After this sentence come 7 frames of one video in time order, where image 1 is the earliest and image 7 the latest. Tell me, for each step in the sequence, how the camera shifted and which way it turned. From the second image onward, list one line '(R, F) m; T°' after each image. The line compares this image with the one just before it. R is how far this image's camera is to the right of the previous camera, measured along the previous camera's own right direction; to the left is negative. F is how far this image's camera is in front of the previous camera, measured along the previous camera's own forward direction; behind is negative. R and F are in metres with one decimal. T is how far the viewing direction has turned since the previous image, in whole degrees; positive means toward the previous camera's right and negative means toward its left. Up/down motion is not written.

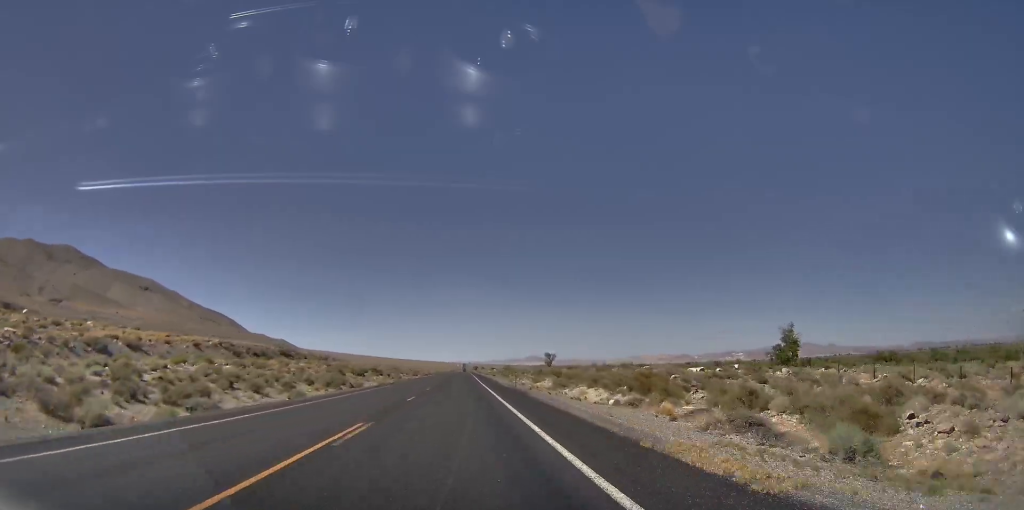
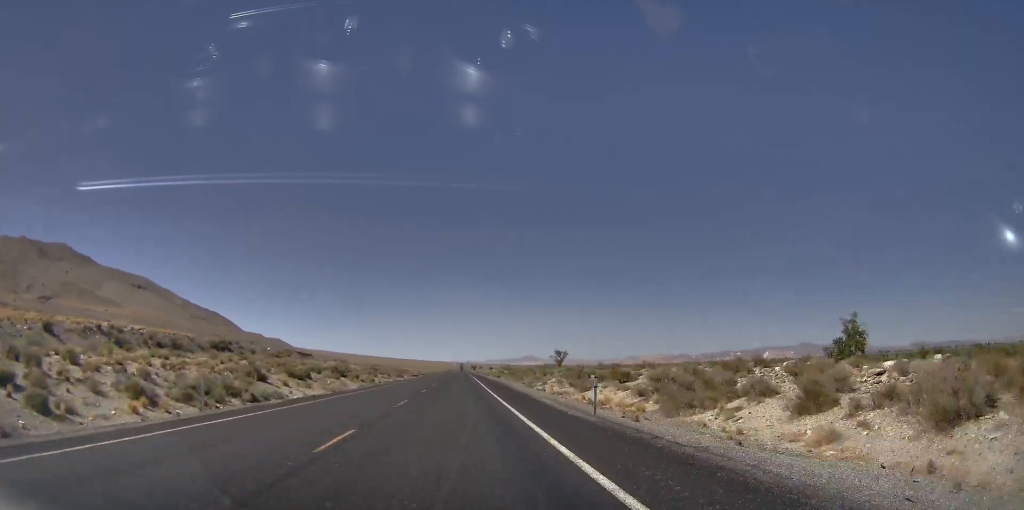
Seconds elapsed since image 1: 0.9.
(+0.2, +27.6) m; 0°
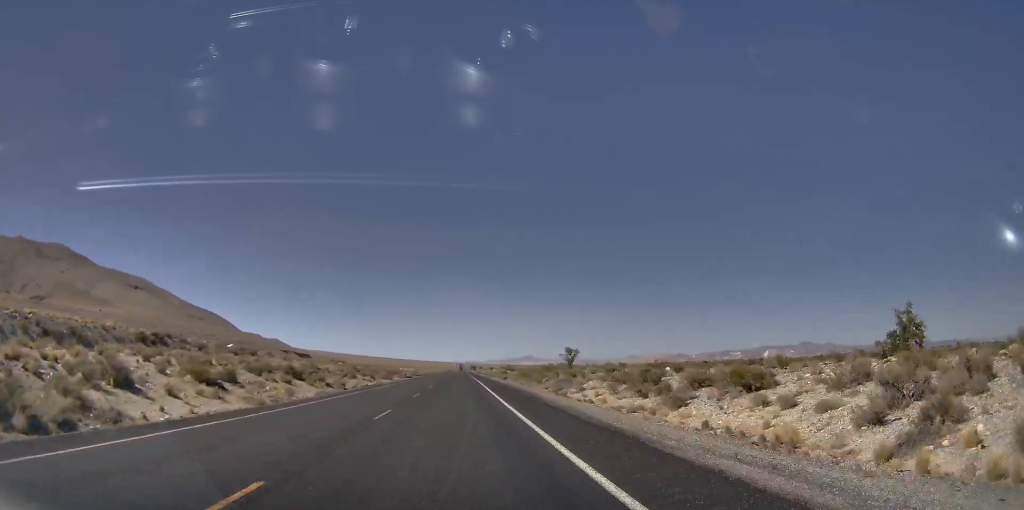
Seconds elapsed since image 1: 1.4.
(+0.4, +18.0) m; -1°
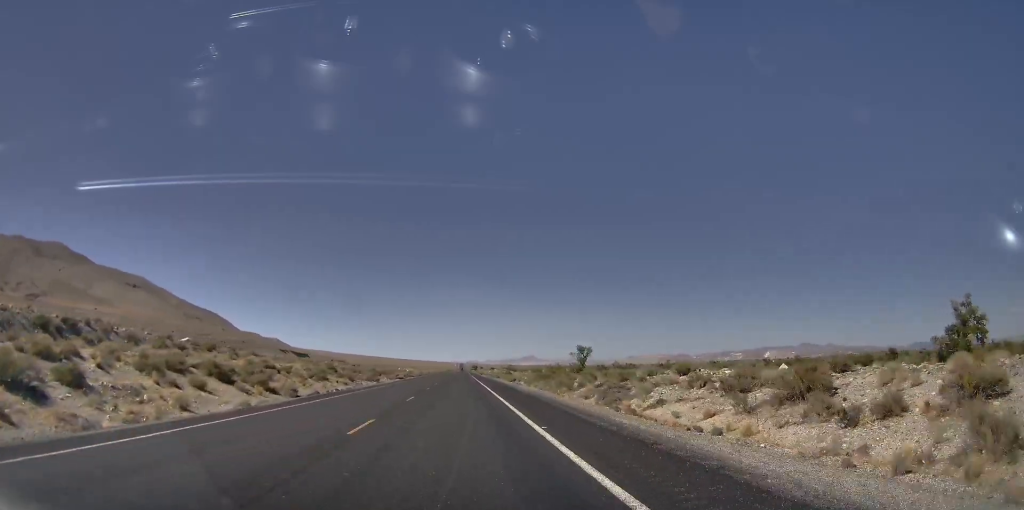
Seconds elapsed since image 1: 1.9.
(-0.7, +15.9) m; 0°
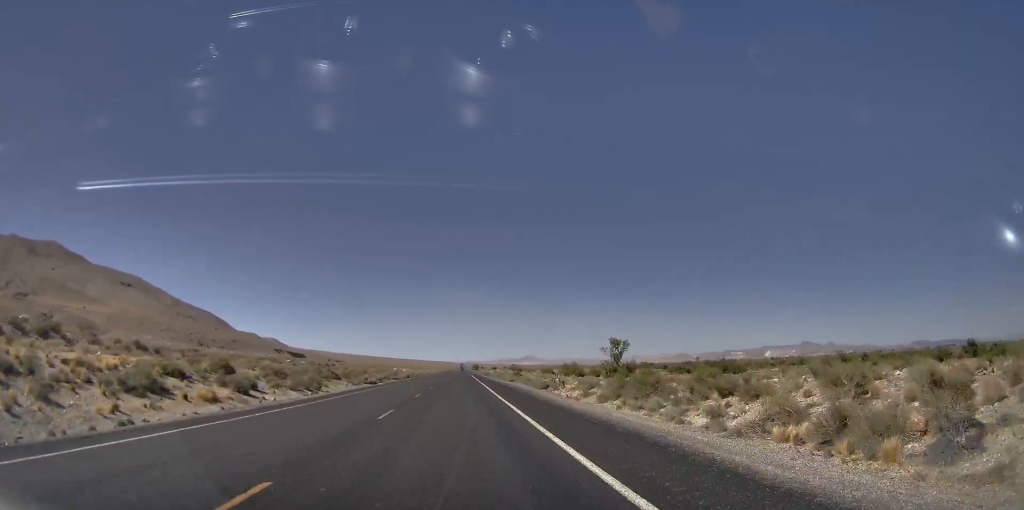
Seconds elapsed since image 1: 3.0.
(-0.1, +32.9) m; +1°
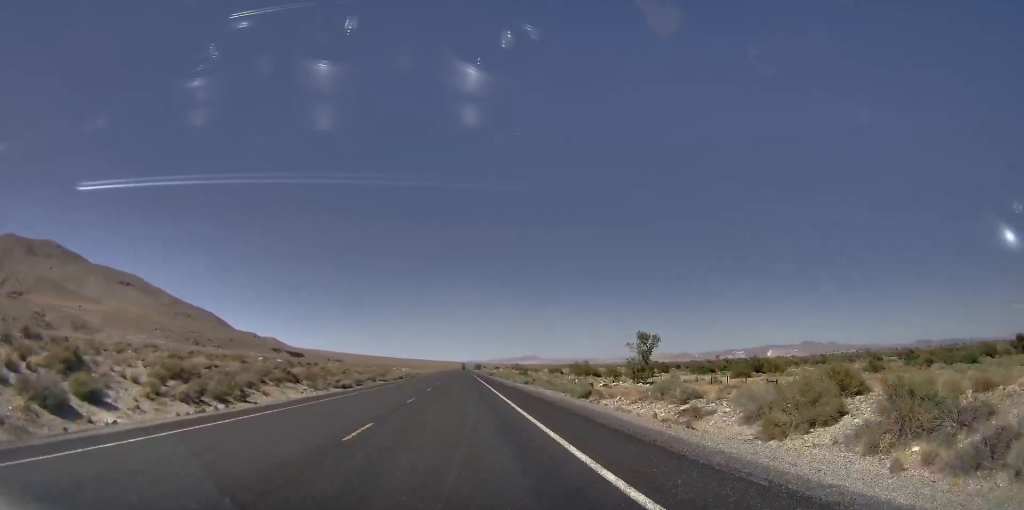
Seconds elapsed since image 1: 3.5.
(+0.2, +16.9) m; +1°
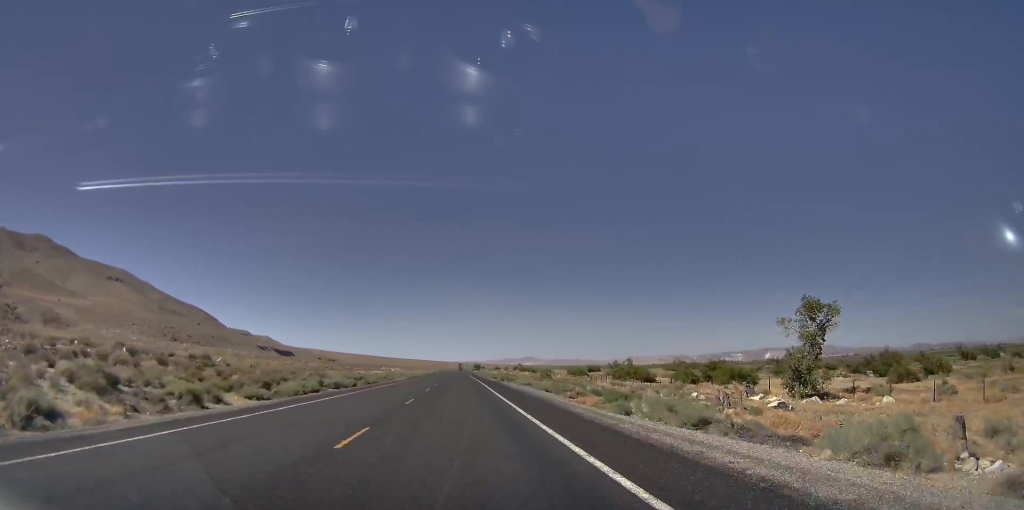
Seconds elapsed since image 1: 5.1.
(-1.0, +49.9) m; -2°
